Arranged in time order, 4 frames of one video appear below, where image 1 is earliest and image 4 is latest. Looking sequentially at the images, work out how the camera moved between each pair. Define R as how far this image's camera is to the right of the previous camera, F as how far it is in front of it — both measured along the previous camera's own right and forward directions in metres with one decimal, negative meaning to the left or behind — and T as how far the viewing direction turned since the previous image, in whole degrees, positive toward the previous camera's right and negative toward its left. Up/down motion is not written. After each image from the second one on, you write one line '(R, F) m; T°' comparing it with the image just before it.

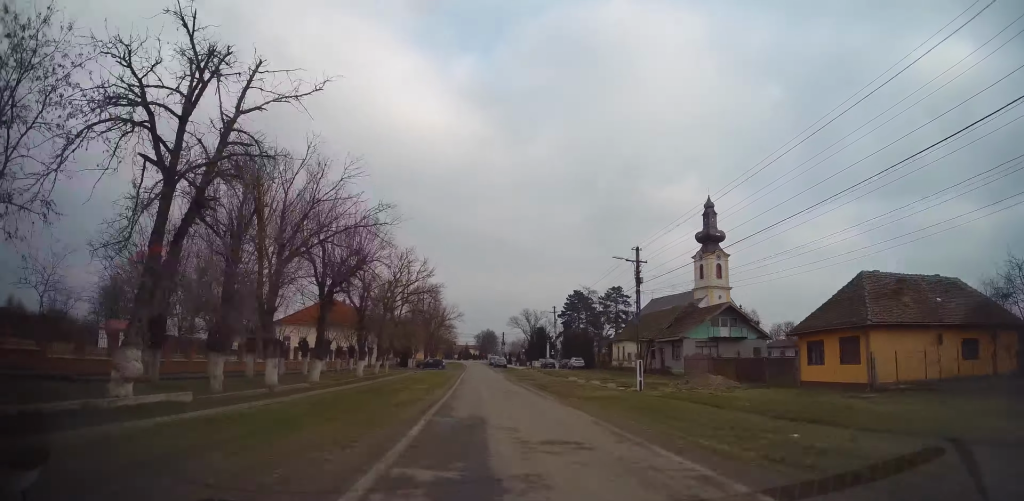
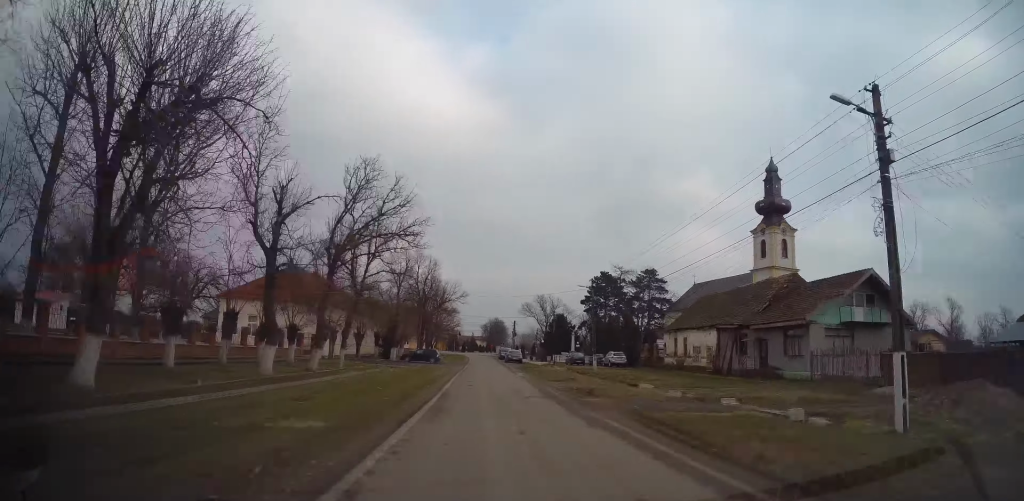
(+0.3, +20.1) m; 0°
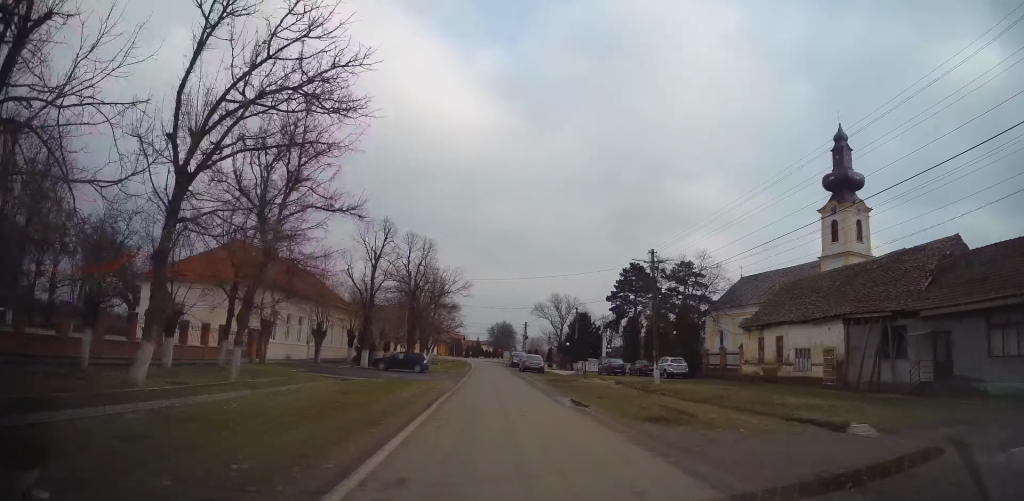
(-0.5, +16.4) m; -2°
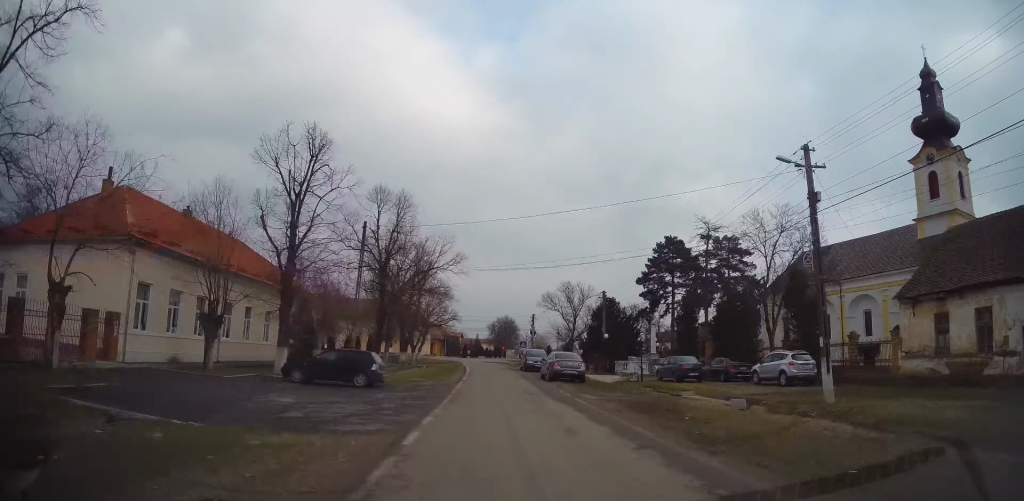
(+0.1, +17.3) m; +2°
